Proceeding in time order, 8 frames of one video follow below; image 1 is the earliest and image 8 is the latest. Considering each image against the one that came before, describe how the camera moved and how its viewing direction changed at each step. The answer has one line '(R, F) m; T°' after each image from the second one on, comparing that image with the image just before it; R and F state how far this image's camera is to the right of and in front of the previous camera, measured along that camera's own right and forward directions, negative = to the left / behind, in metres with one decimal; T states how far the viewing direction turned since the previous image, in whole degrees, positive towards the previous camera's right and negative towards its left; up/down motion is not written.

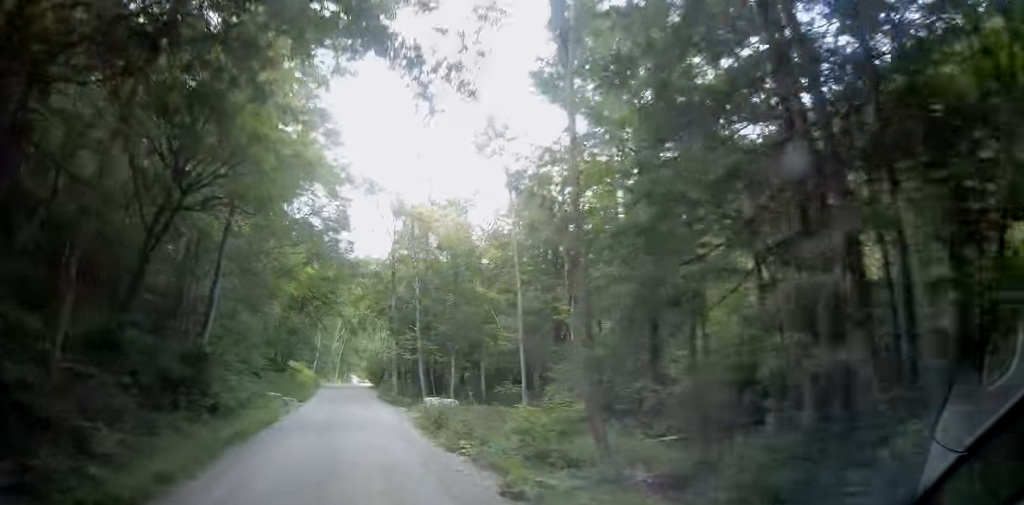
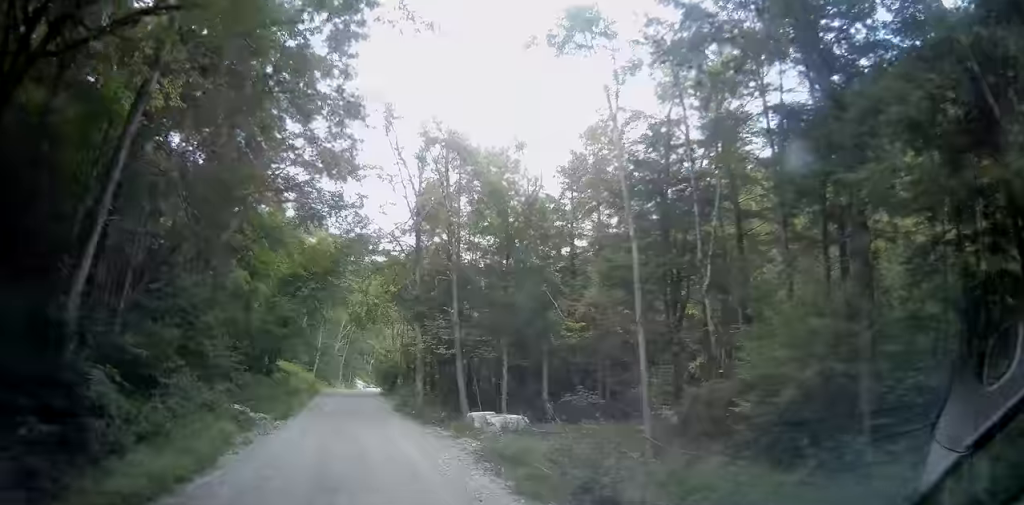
(0.0, +12.0) m; 0°
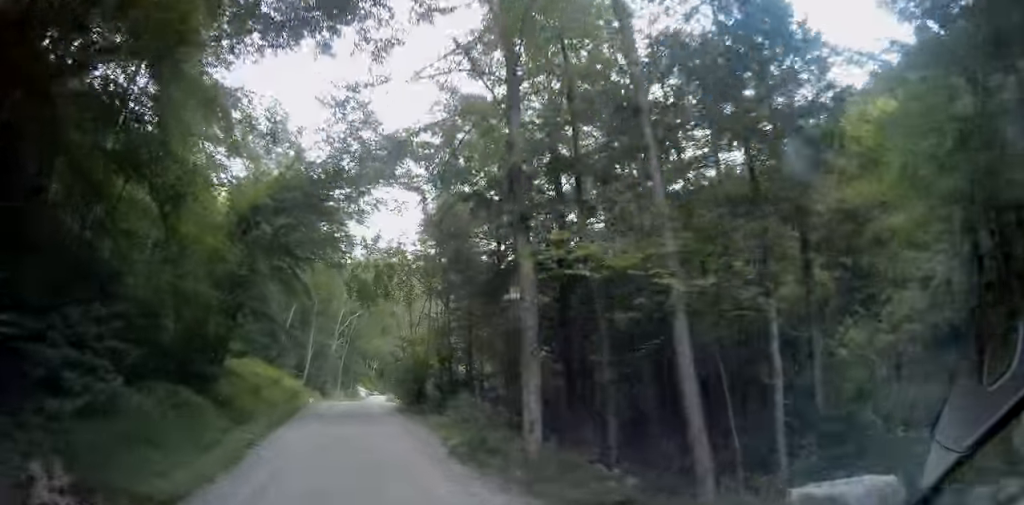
(0.0, +18.4) m; -1°
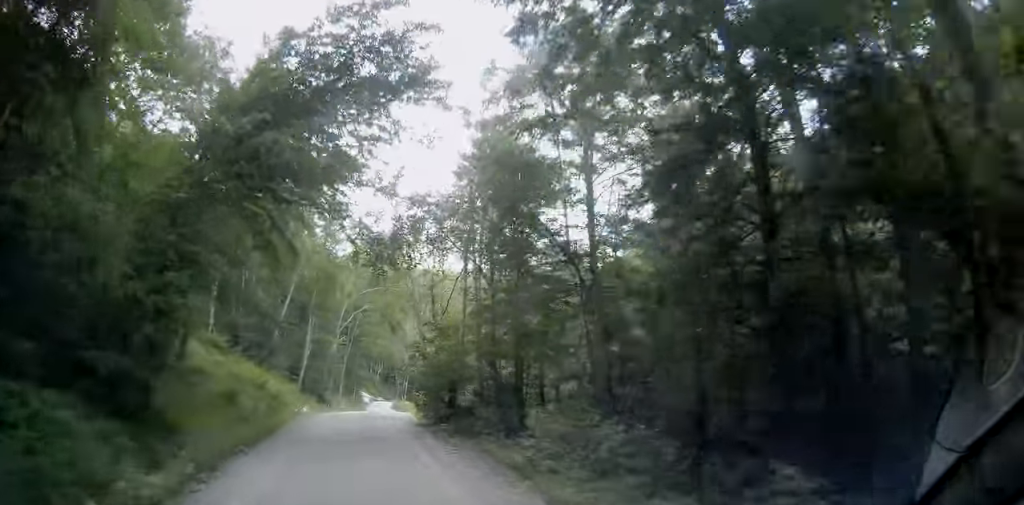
(-0.1, +9.7) m; -1°
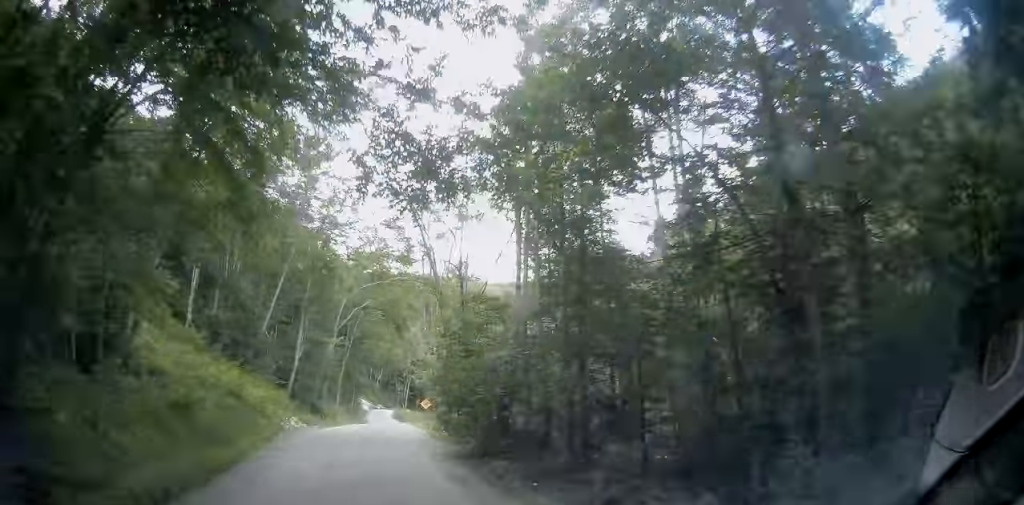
(-0.2, +8.4) m; 0°
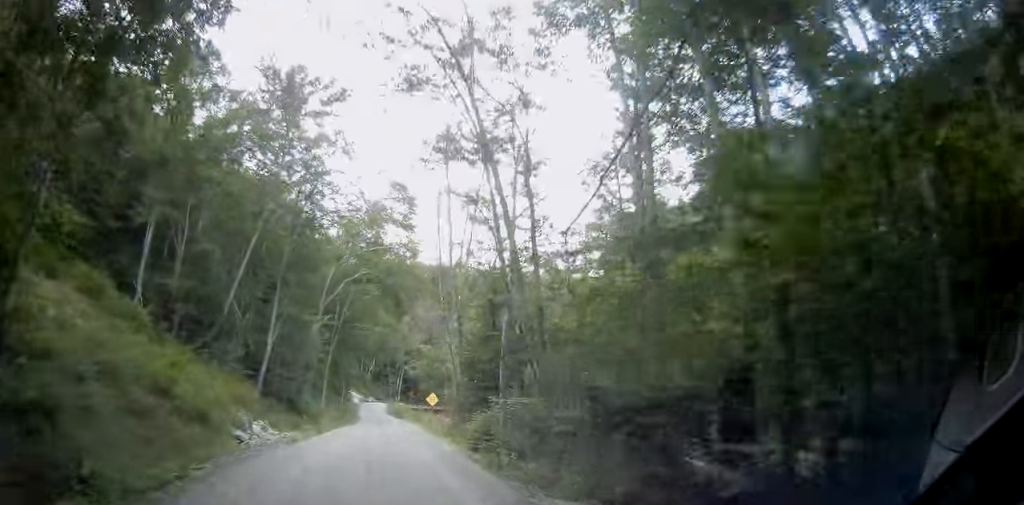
(+0.3, +10.7) m; +2°
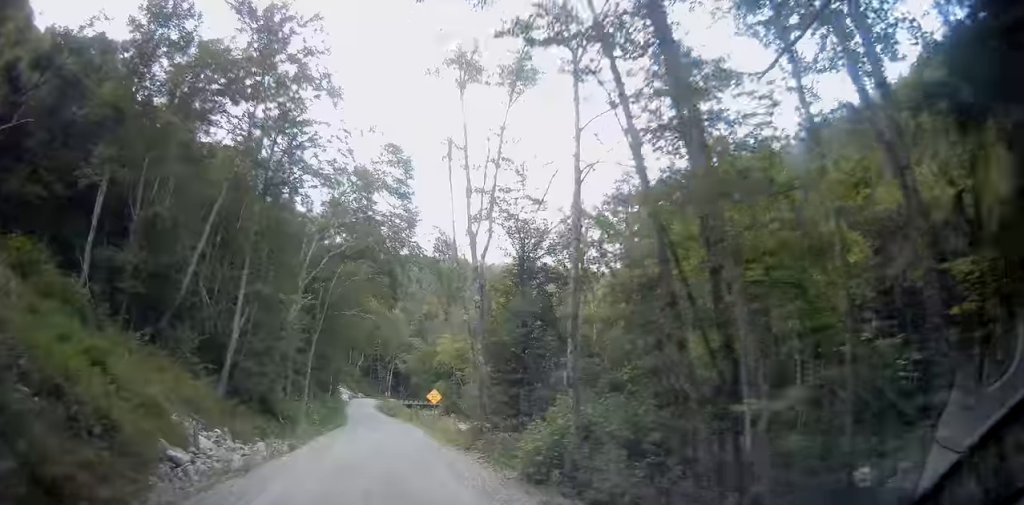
(0.0, +7.3) m; 0°
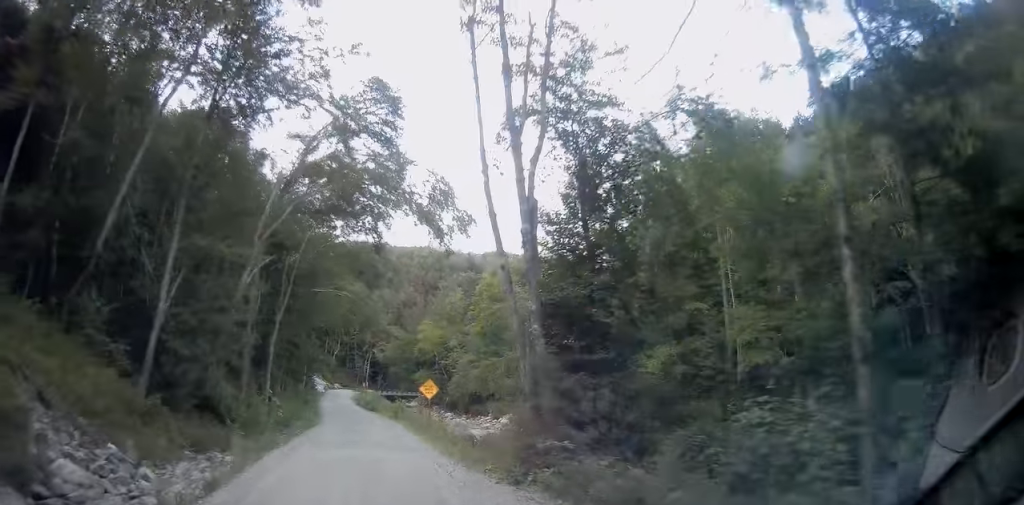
(+0.1, +8.0) m; +2°
